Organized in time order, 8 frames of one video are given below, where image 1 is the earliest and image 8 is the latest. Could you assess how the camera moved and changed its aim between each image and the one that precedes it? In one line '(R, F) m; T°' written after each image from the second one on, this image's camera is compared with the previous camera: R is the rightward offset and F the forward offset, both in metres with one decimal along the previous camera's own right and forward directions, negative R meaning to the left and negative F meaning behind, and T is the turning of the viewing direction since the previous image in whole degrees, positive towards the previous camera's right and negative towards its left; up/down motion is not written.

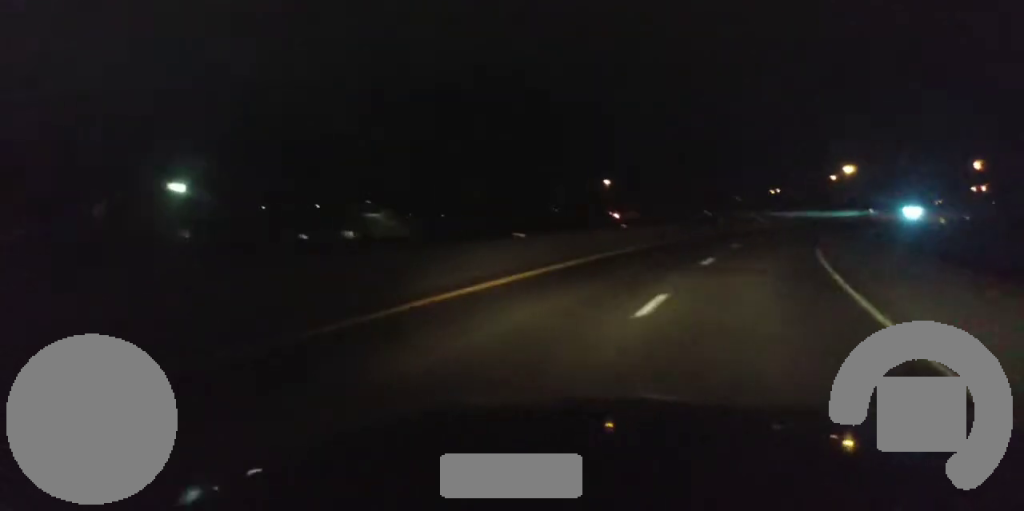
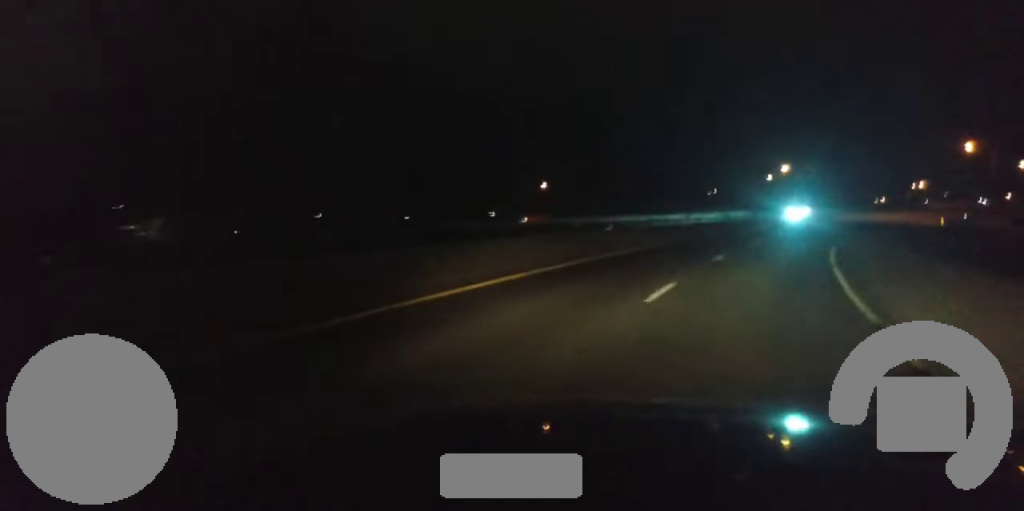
(+1.7, +34.8) m; +5°
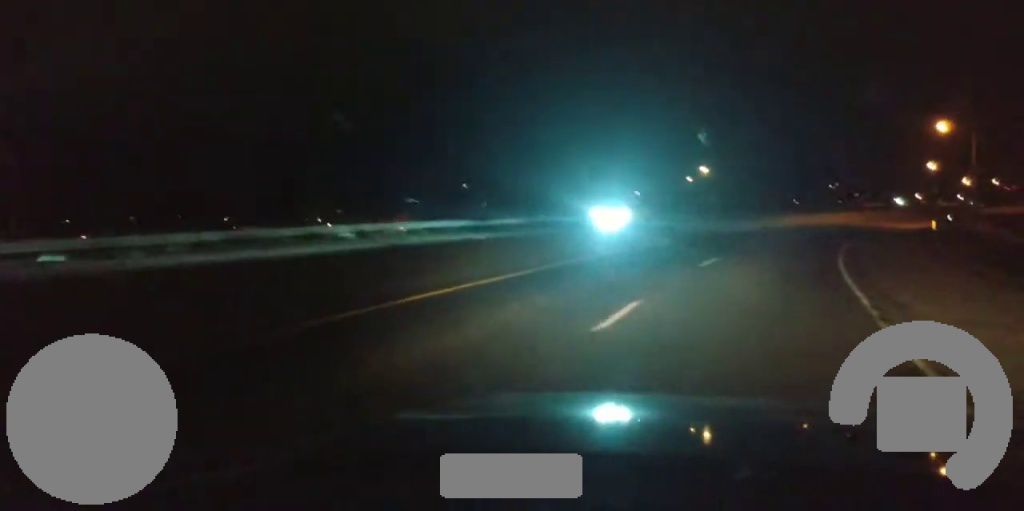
(+1.0, +28.4) m; +5°
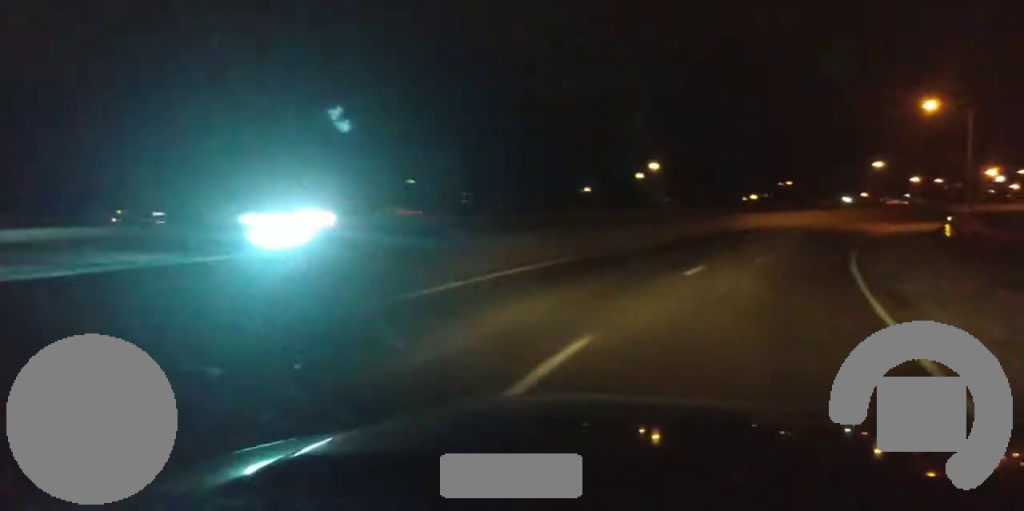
(+0.4, +16.2) m; +3°
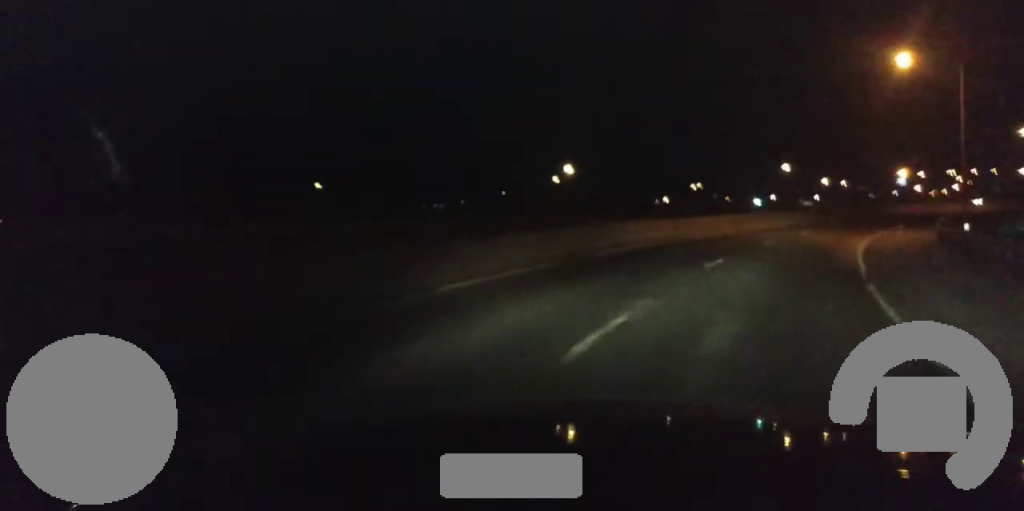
(+0.8, +22.1) m; +3°
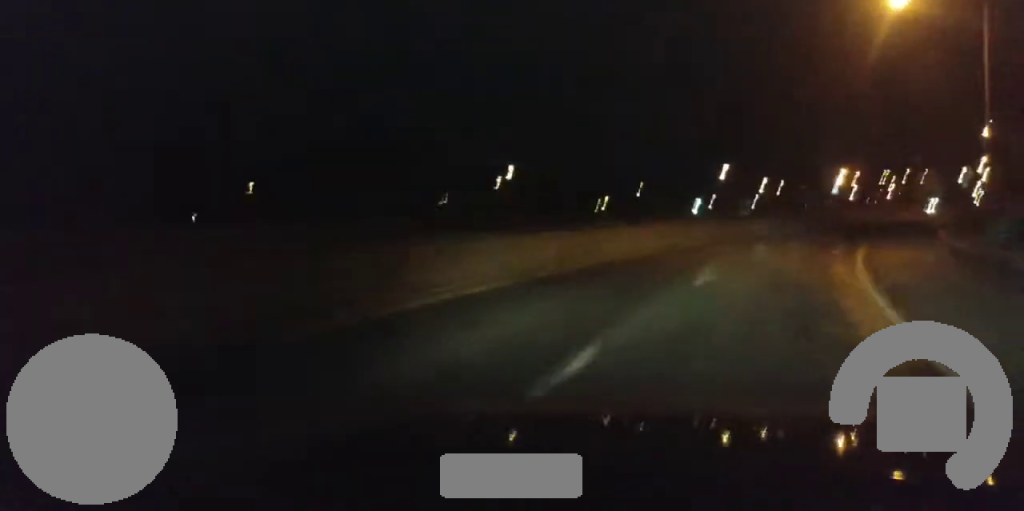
(+0.2, +14.4) m; +4°
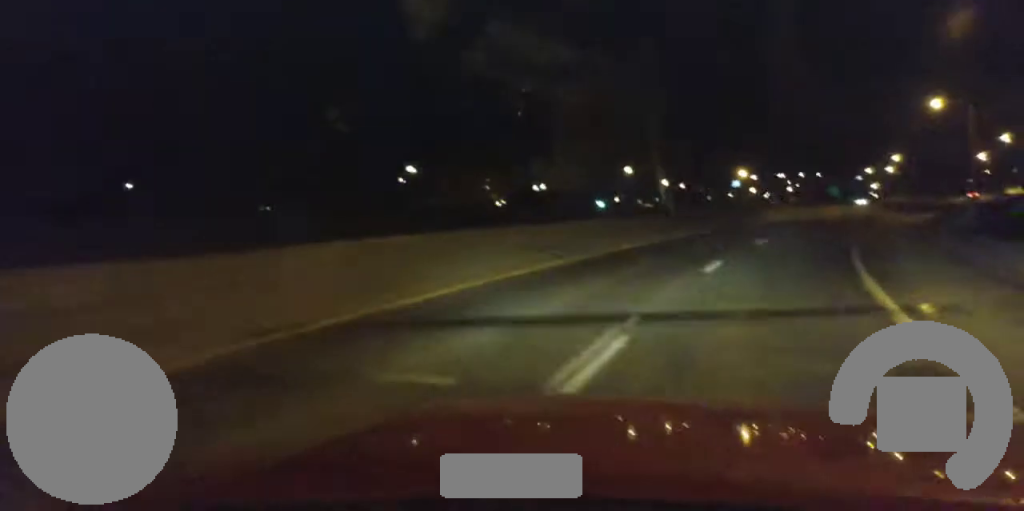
(+1.1, +23.3) m; +11°
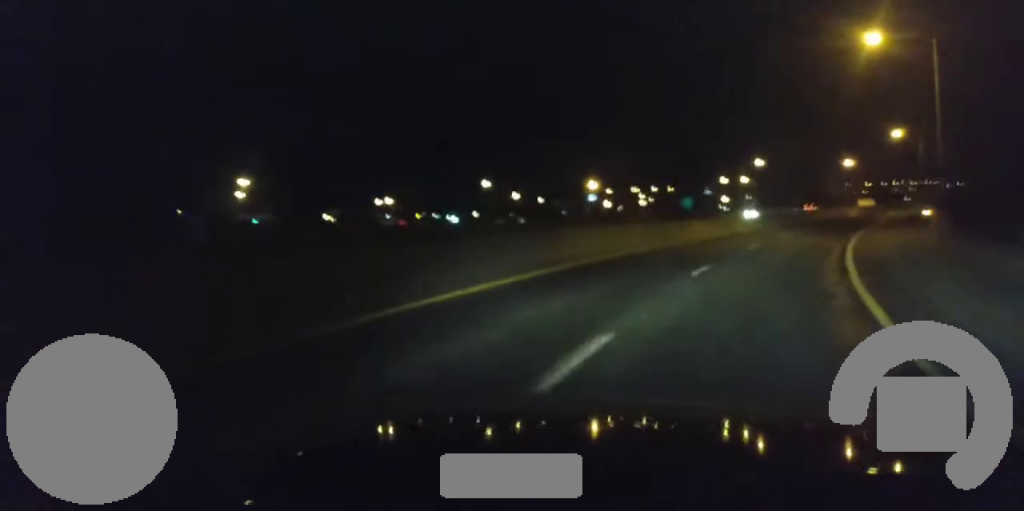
(+6.0, +35.5) m; +12°
